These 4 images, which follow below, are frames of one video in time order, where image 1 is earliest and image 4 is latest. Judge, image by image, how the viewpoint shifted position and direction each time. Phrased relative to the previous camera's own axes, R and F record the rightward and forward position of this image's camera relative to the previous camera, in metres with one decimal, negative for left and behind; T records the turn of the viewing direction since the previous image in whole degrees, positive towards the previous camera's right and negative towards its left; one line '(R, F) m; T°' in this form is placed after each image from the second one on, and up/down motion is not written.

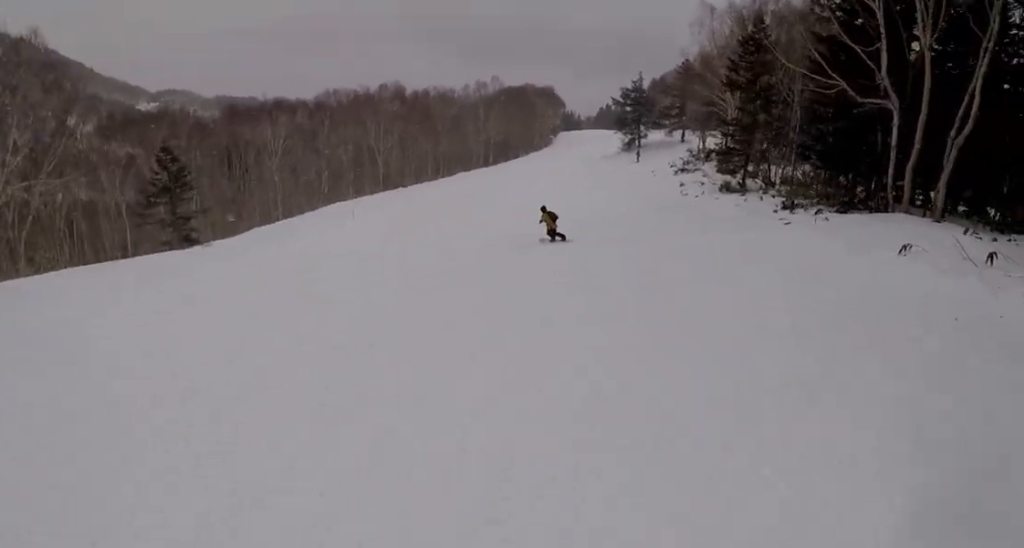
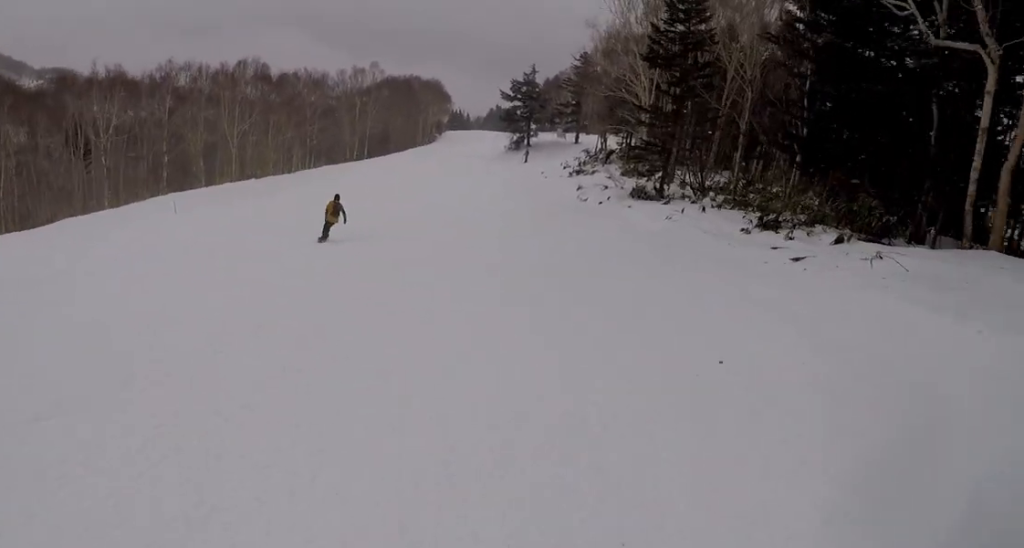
(+1.3, +10.9) m; +5°
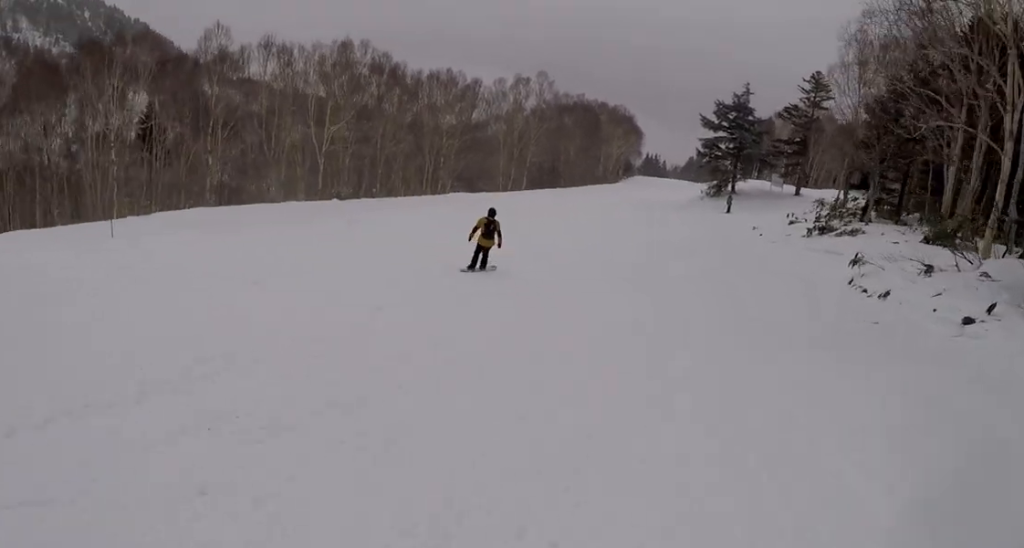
(-3.6, +21.0) m; -12°
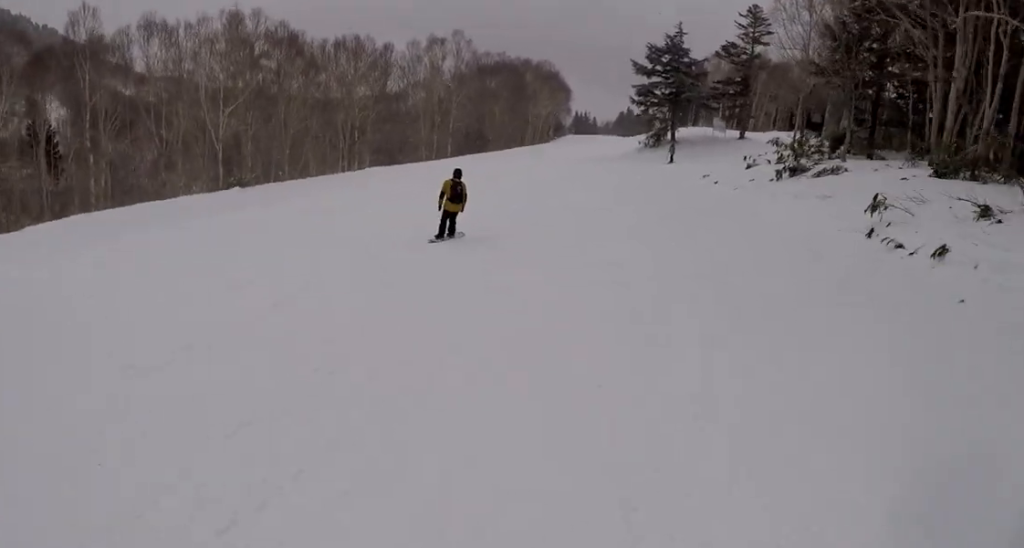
(+0.5, +4.3) m; +4°
